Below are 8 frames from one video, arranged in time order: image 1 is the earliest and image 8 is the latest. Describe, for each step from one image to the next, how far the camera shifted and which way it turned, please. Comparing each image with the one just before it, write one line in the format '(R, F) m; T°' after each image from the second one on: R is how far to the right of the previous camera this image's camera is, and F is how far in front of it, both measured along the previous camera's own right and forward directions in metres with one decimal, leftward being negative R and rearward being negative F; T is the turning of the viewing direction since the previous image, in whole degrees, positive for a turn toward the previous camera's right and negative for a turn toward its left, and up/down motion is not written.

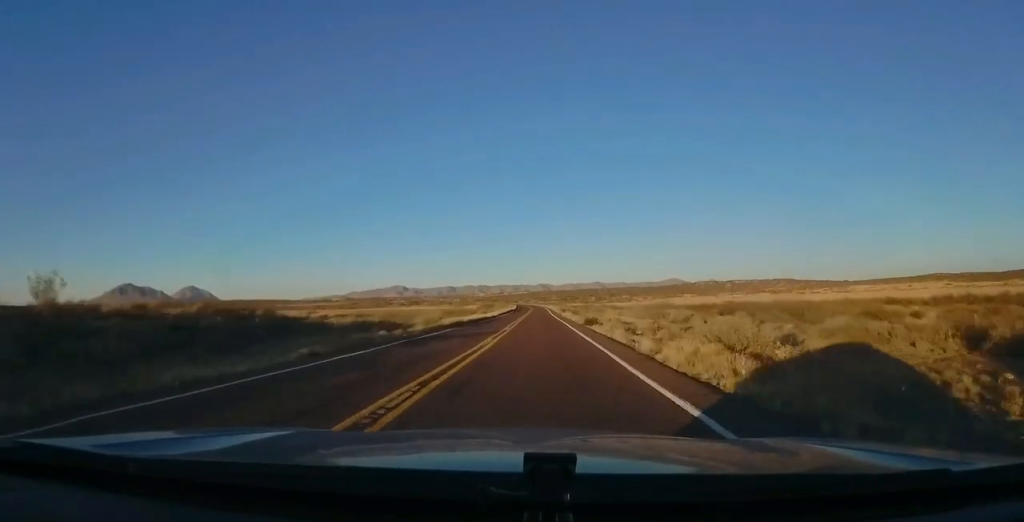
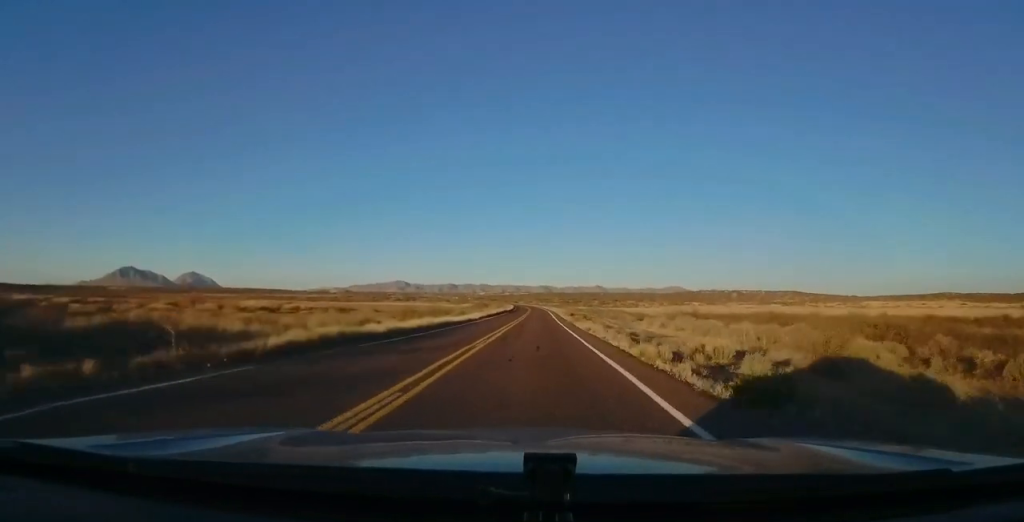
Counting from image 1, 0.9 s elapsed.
(+0.2, +25.1) m; 0°
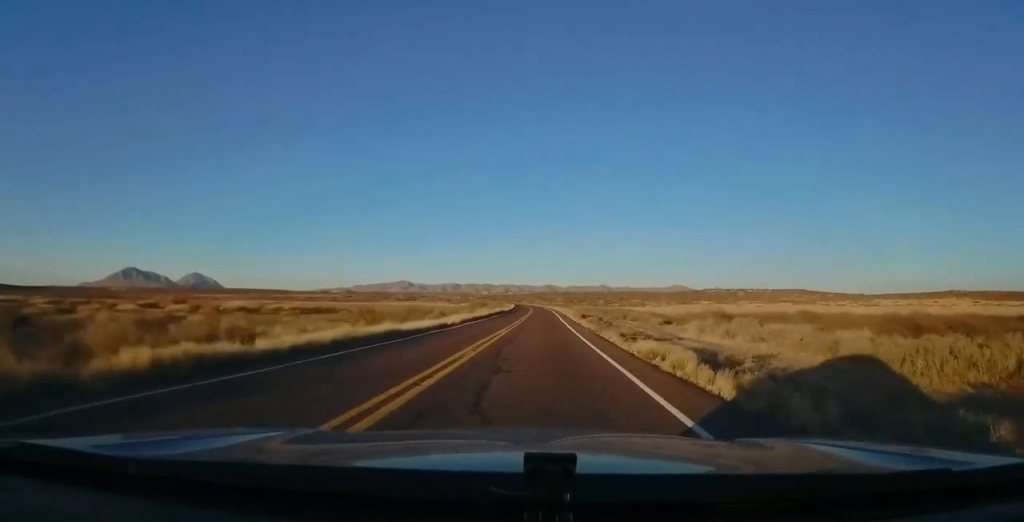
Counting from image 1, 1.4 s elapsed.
(+0.1, +15.5) m; 0°
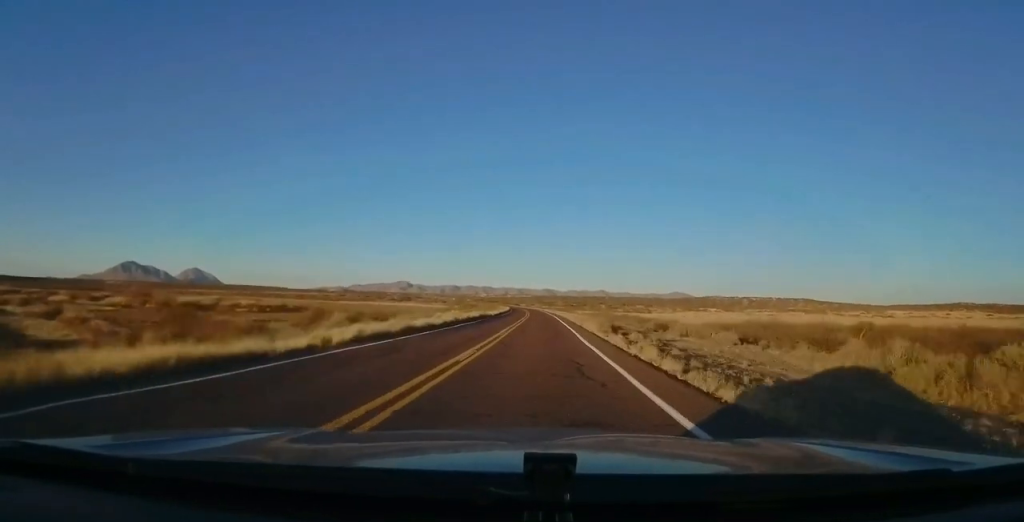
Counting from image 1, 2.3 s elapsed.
(-0.3, +25.1) m; 0°
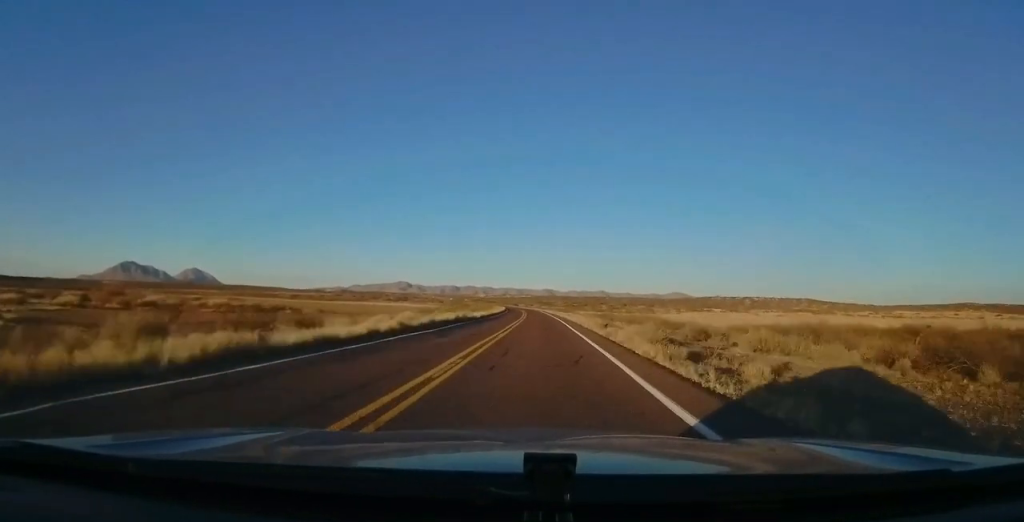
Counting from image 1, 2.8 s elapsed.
(0.0, +15.4) m; 0°
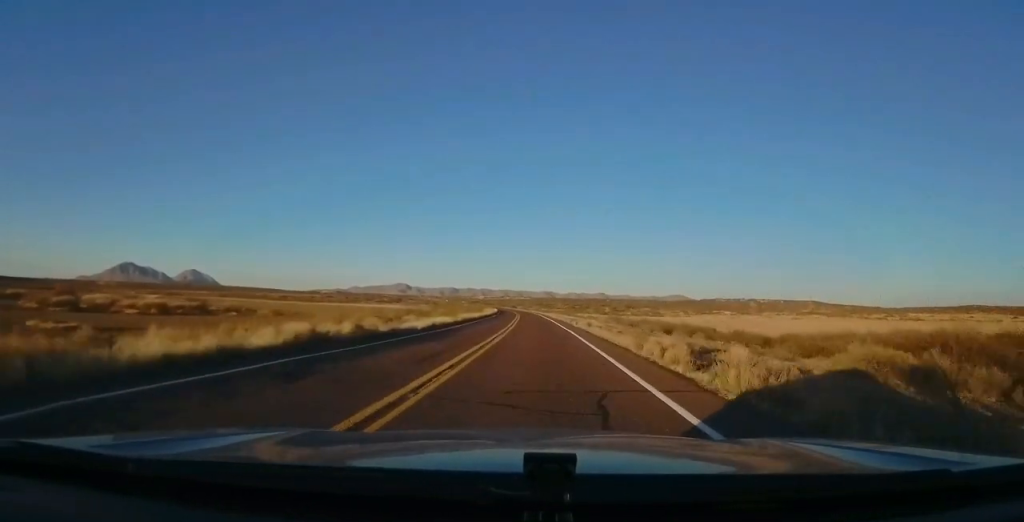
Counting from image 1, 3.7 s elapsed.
(+0.2, +26.0) m; 0°
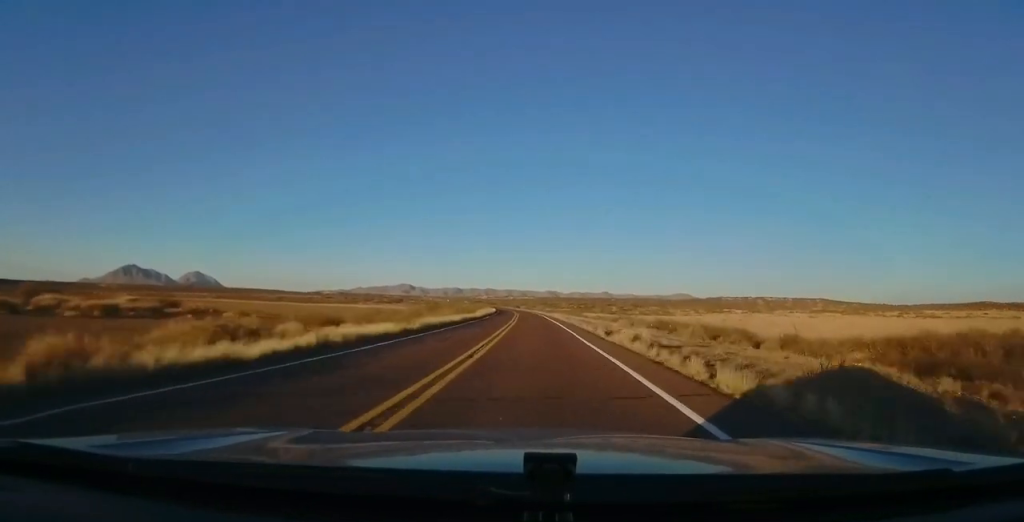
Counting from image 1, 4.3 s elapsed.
(-0.5, +17.2) m; +1°
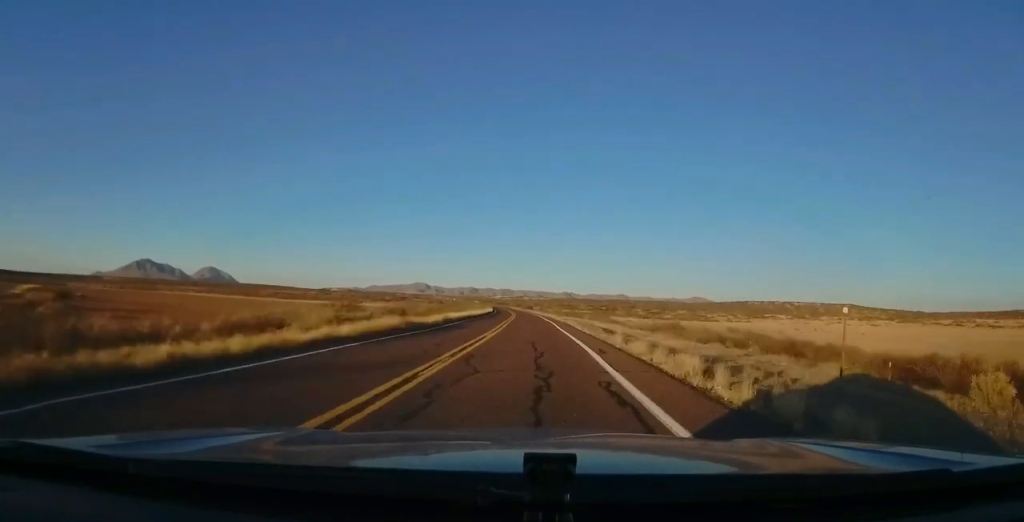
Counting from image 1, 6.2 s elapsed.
(+0.9, +53.4) m; -1°
